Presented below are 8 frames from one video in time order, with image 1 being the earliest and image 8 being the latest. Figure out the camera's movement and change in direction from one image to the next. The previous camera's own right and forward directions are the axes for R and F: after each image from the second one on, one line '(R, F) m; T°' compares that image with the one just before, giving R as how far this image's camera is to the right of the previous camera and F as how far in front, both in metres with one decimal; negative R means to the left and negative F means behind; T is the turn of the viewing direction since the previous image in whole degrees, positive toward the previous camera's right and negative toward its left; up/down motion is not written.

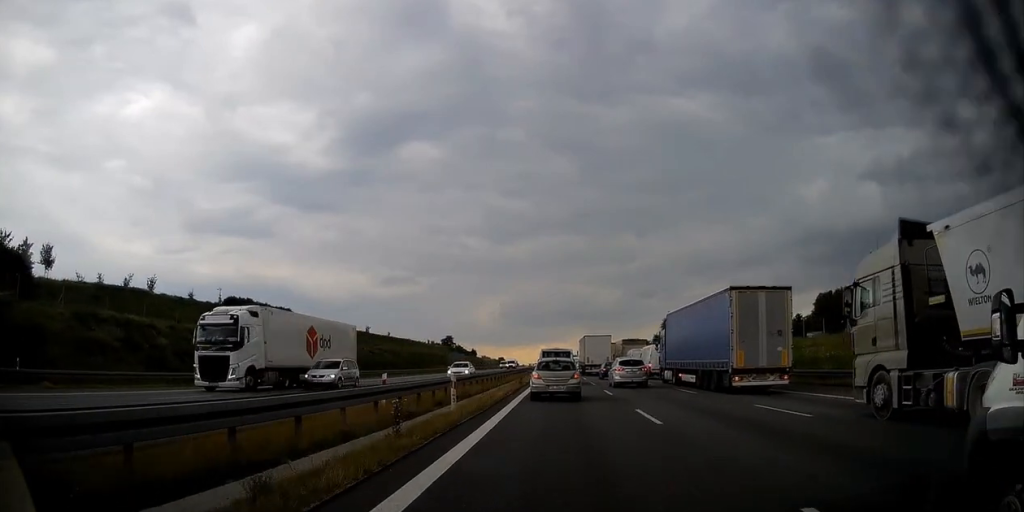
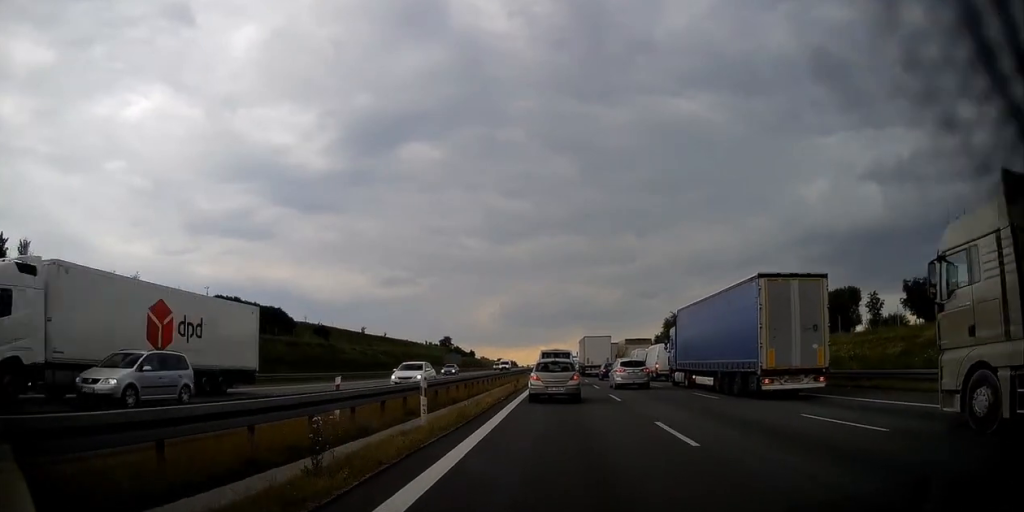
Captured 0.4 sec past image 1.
(0.0, +3.9) m; 0°
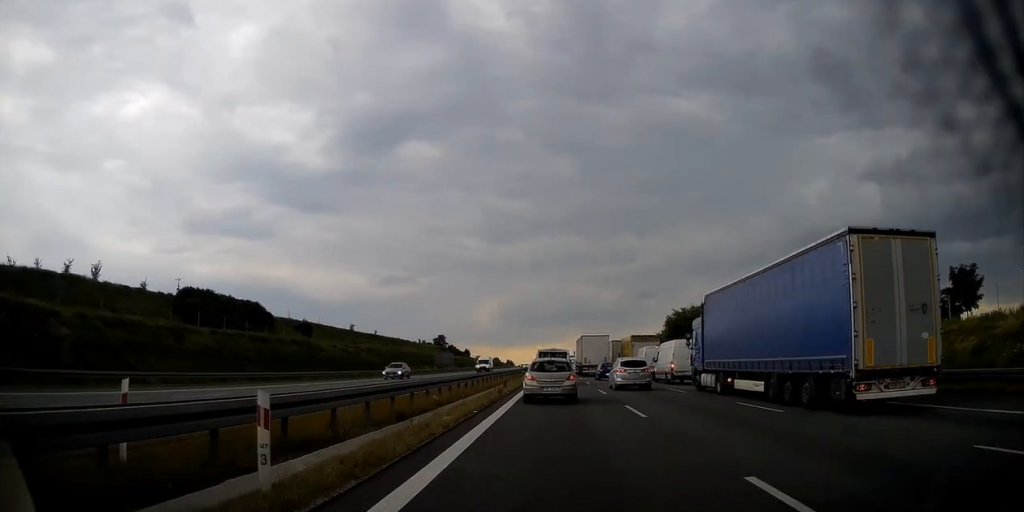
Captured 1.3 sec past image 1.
(0.0, +7.2) m; +1°
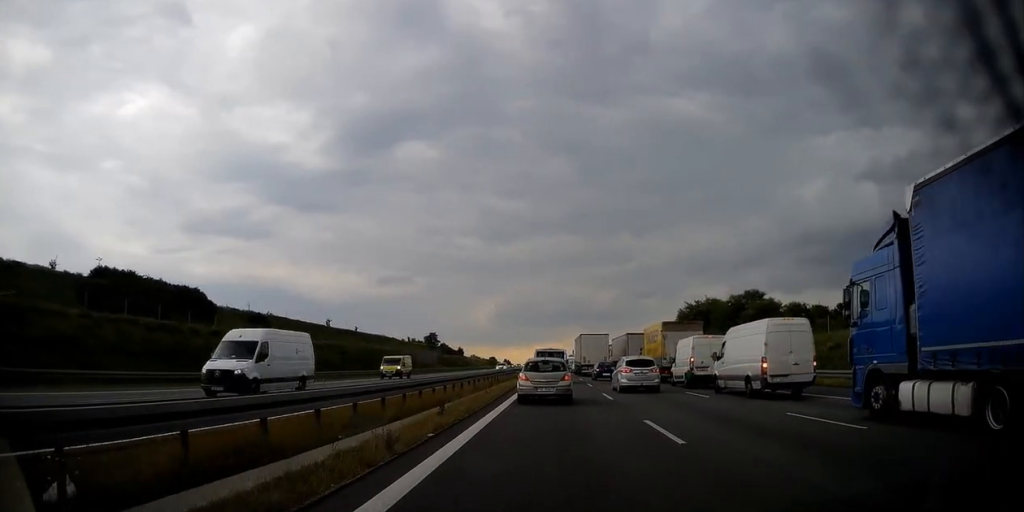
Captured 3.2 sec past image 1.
(+0.4, +15.7) m; 0°
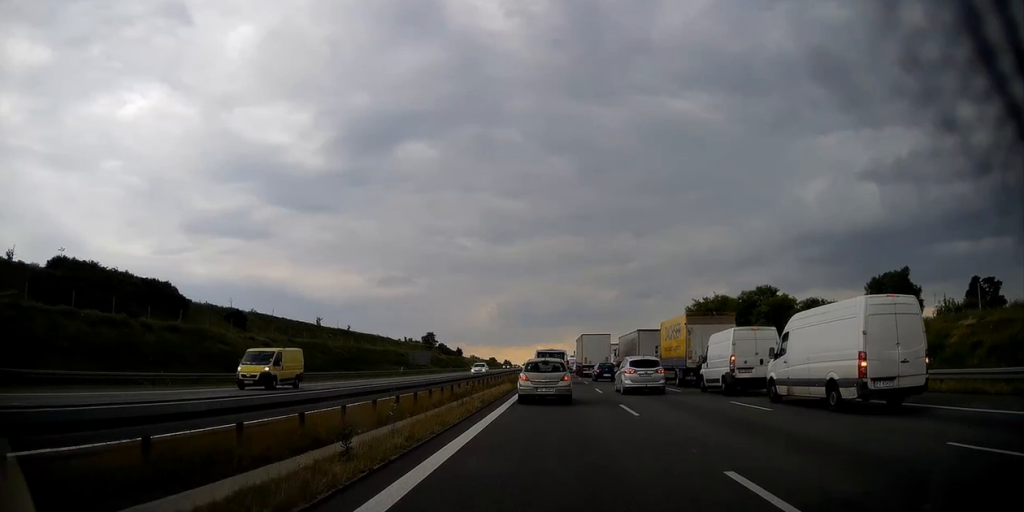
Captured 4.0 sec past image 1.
(-0.2, +6.0) m; -2°
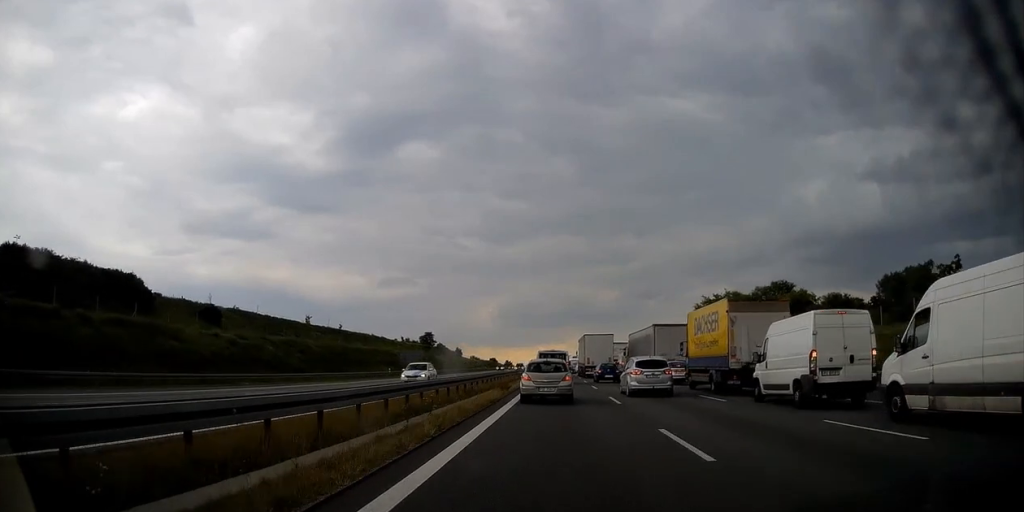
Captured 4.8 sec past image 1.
(0.0, +6.3) m; 0°
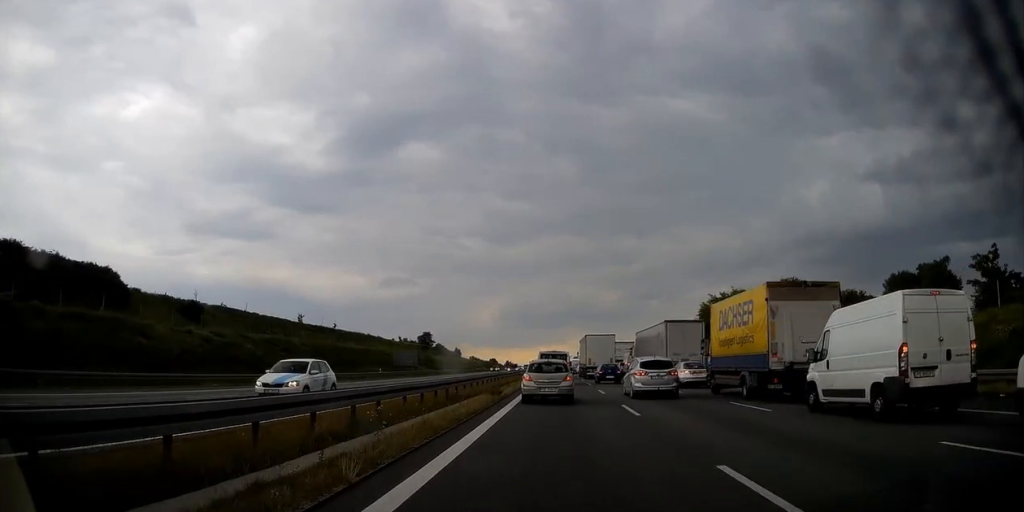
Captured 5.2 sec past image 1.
(0.0, +4.2) m; 0°
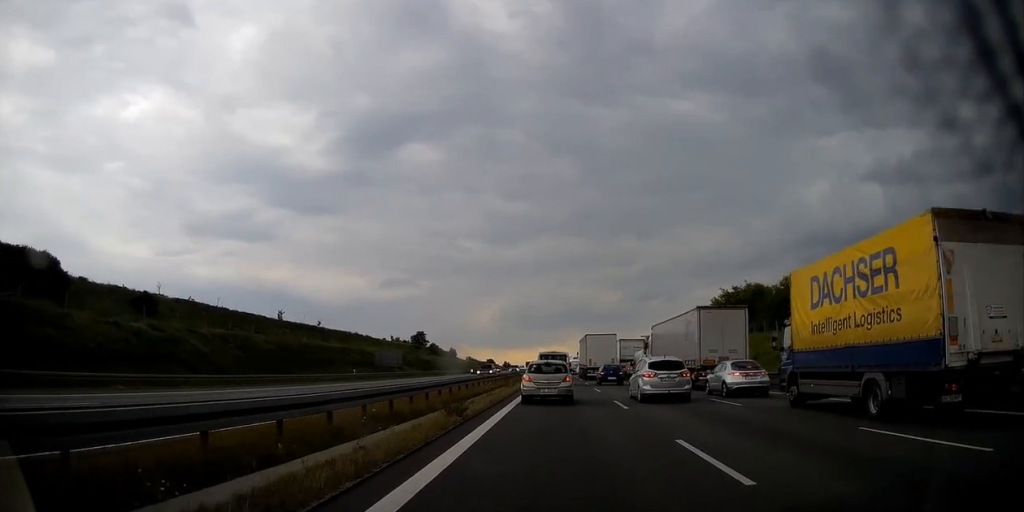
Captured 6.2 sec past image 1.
(+0.1, +9.2) m; +1°
